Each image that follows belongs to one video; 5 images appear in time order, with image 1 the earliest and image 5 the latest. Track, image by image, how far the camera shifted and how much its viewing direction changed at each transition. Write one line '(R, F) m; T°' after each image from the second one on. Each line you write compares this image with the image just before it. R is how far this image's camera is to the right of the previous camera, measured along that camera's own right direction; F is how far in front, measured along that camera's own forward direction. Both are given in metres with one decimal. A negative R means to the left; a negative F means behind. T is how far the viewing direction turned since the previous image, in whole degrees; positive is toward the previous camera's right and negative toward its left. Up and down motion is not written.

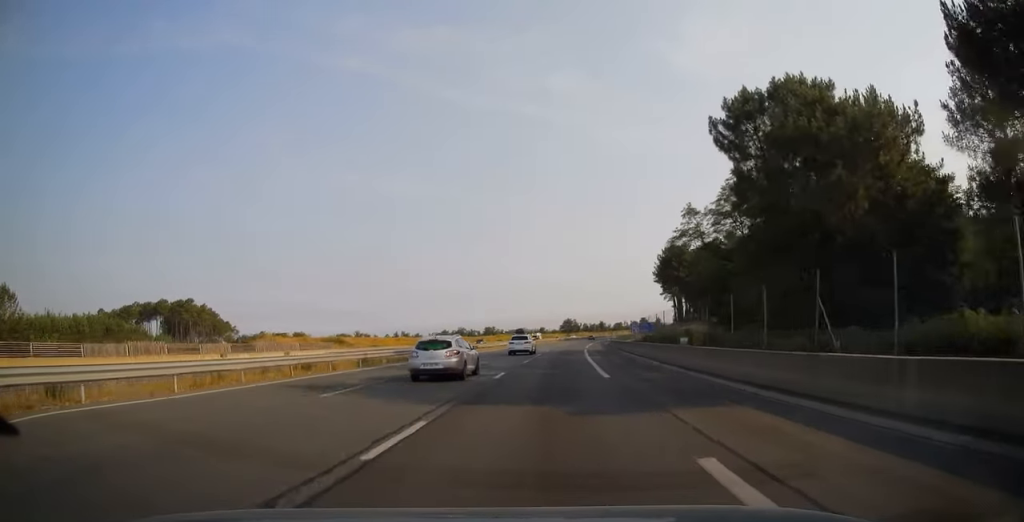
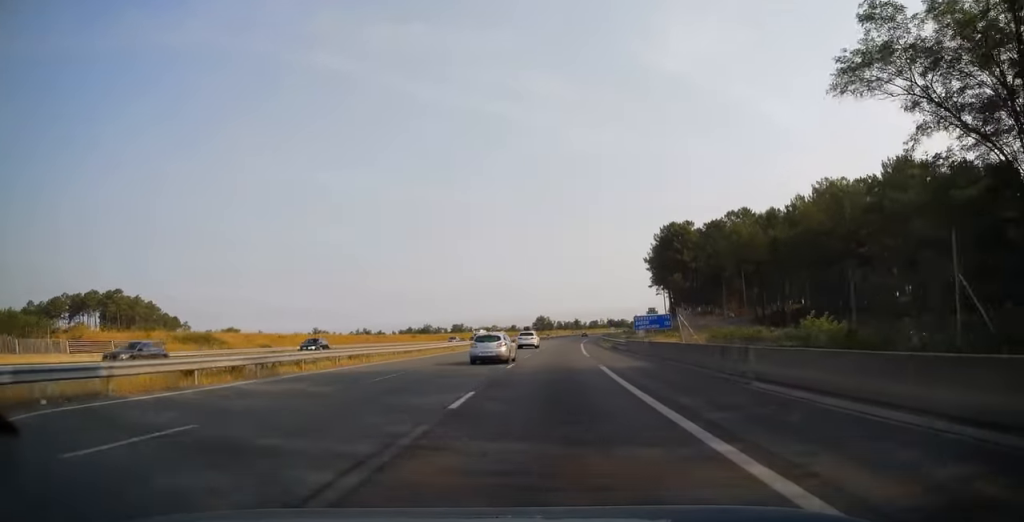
(+0.6, +34.6) m; +2°
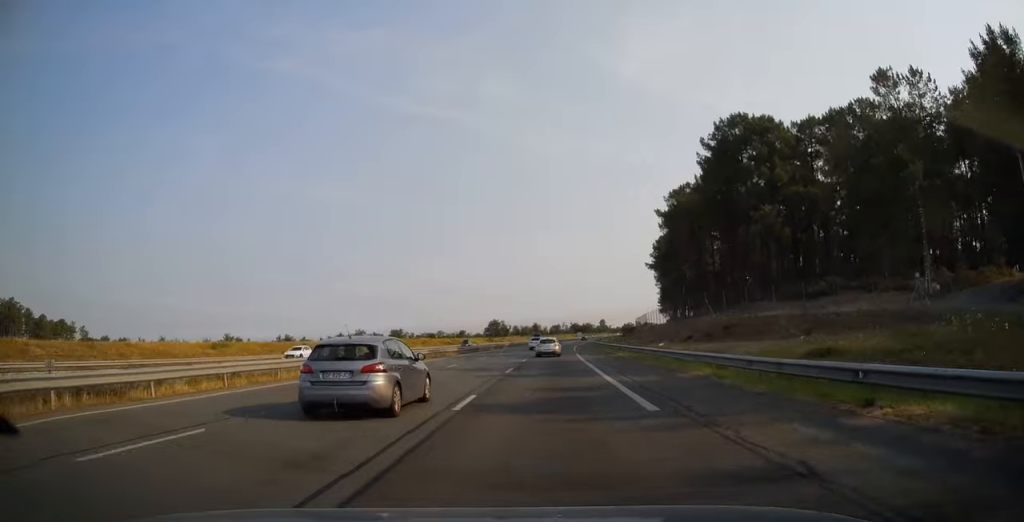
(+3.1, +77.2) m; +4°
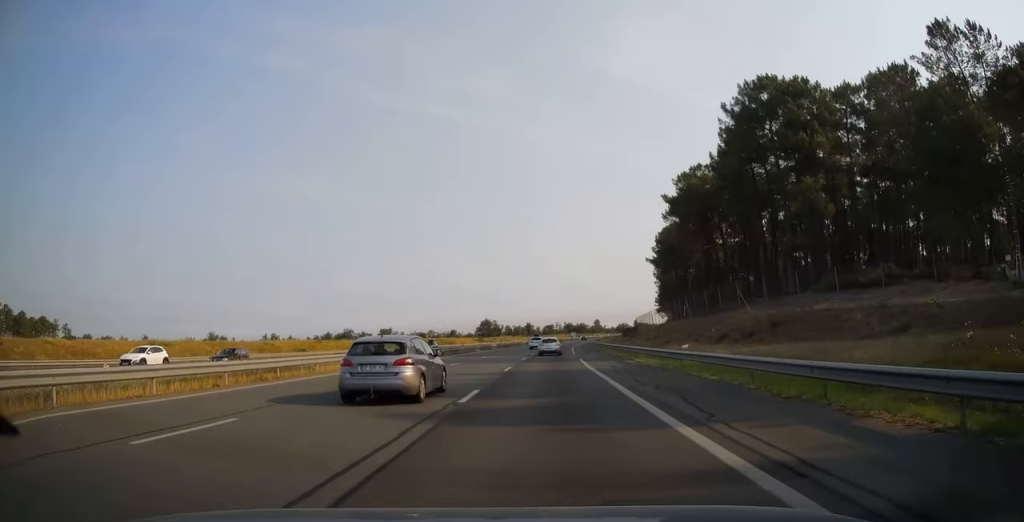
(+0.1, +11.8) m; +1°
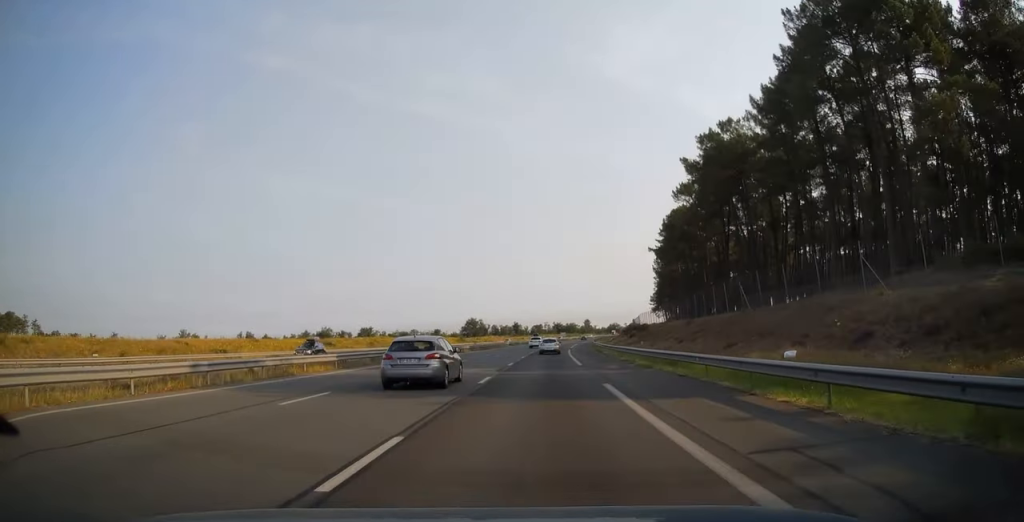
(+0.2, +20.6) m; +1°
